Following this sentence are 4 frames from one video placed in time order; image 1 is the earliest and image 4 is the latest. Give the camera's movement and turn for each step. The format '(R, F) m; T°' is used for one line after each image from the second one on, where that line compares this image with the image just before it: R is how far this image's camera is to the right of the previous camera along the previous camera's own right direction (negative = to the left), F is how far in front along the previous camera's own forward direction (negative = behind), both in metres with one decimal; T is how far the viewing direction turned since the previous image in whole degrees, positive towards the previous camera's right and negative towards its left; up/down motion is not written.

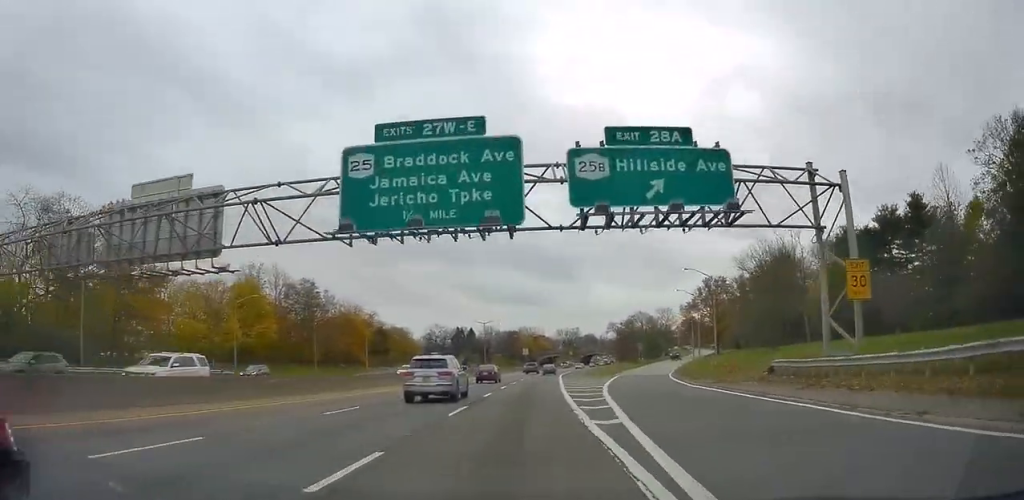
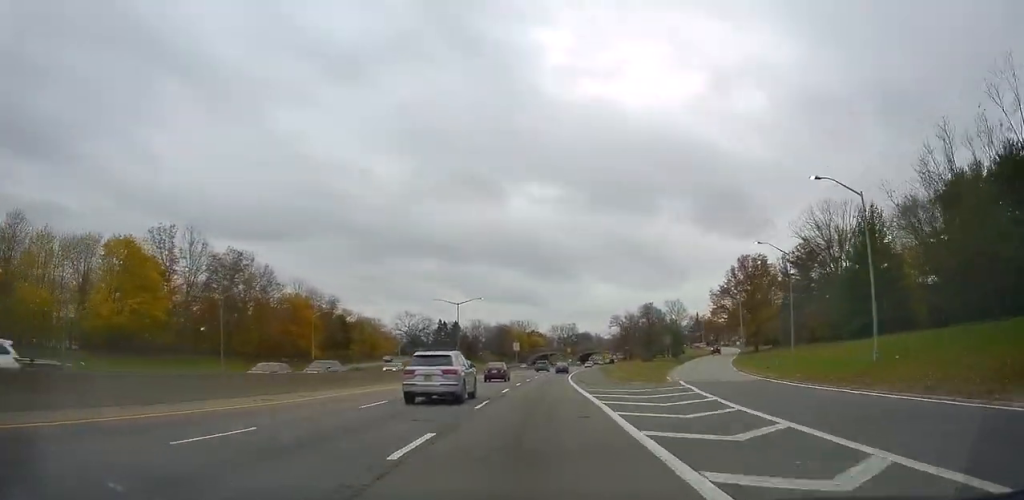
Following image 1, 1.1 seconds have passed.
(0.0, +27.9) m; -1°
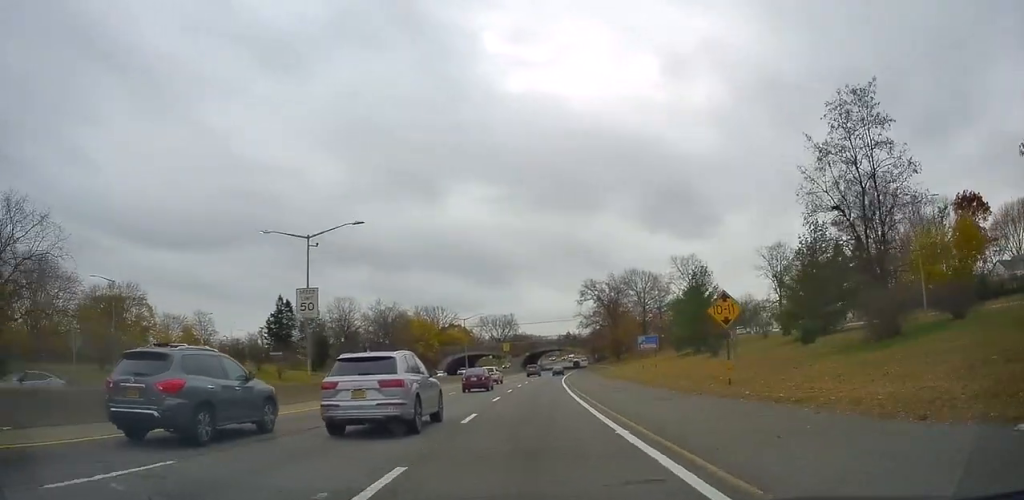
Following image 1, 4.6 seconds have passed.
(+2.5, +91.0) m; +4°
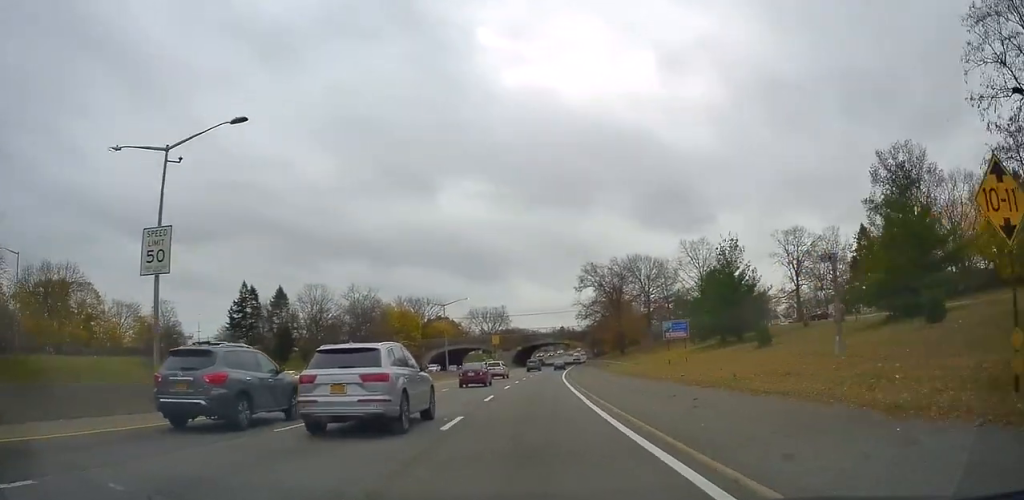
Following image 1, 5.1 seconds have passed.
(0.0, +12.8) m; 0°
